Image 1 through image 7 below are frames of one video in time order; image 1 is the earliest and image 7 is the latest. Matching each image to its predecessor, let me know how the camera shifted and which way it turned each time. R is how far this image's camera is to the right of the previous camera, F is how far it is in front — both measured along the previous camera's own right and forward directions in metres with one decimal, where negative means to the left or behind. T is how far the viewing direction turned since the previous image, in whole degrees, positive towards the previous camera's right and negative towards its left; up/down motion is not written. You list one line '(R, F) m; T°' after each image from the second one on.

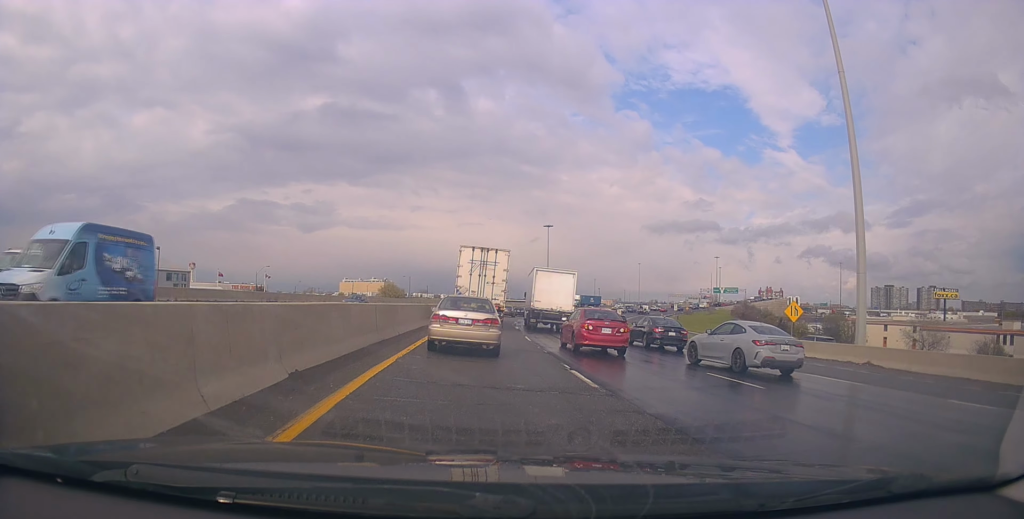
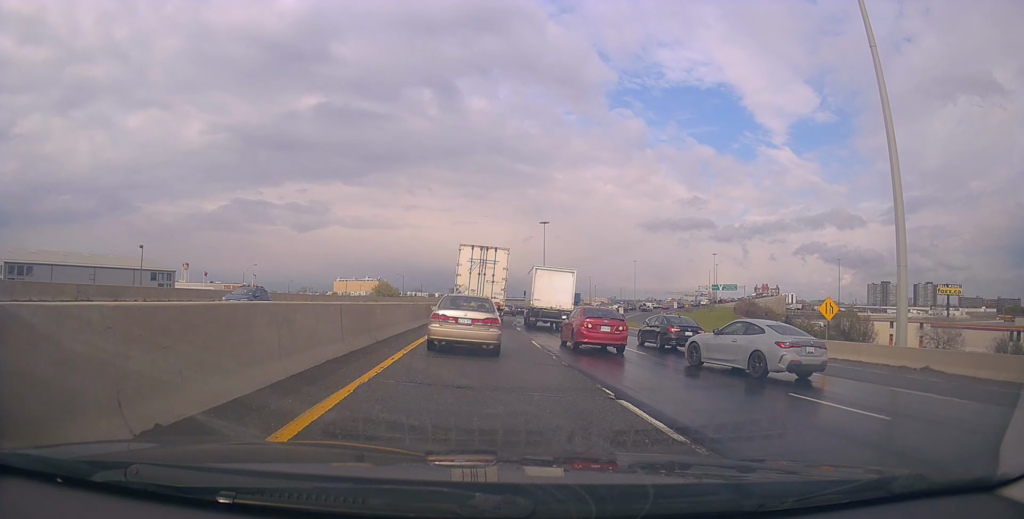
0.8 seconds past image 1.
(-0.2, +3.8) m; -3°
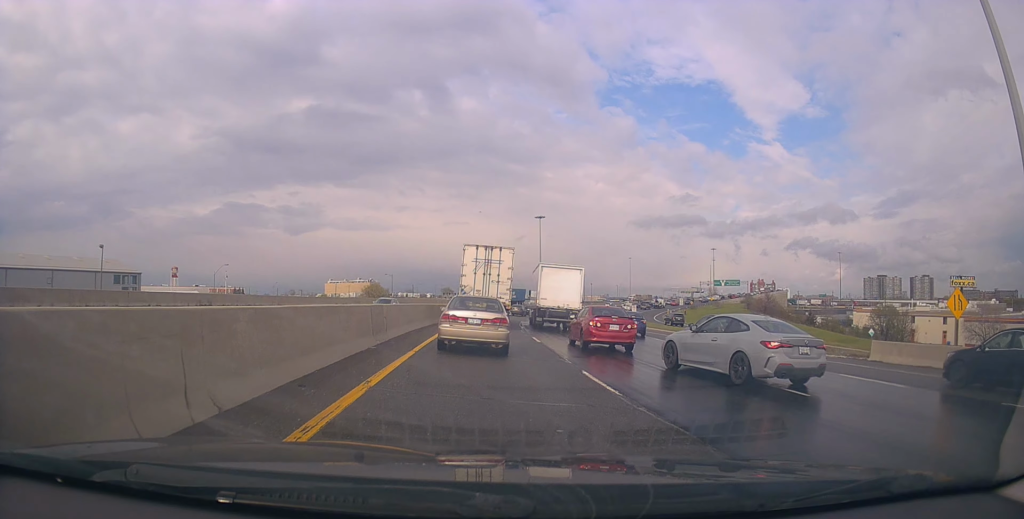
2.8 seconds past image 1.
(-0.1, +10.4) m; +5°
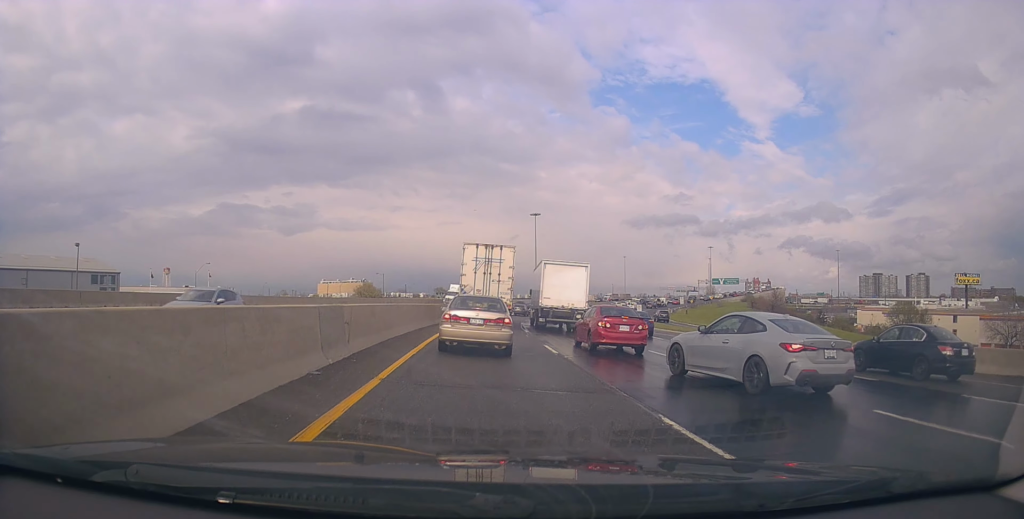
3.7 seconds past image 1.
(+0.5, +4.9) m; +4°
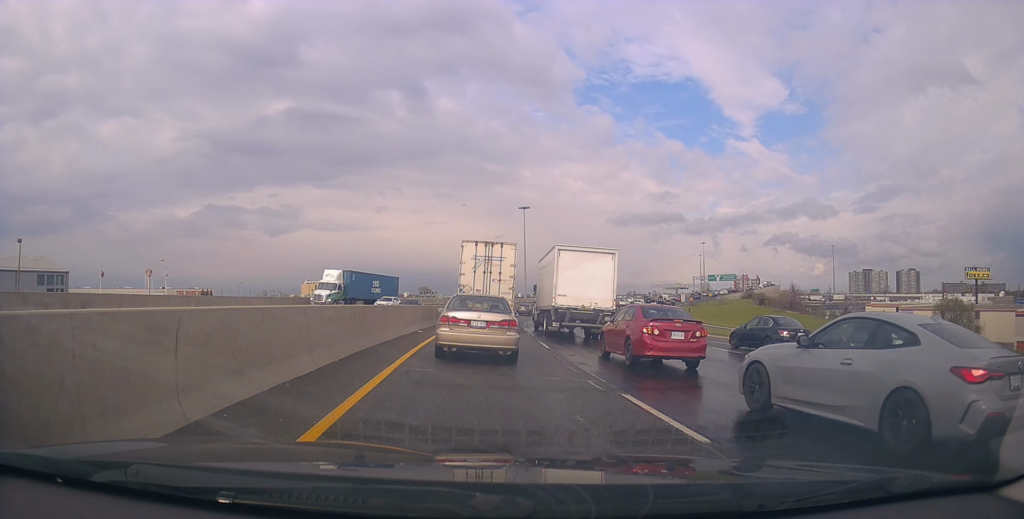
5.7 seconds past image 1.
(+0.4, +10.6) m; -1°
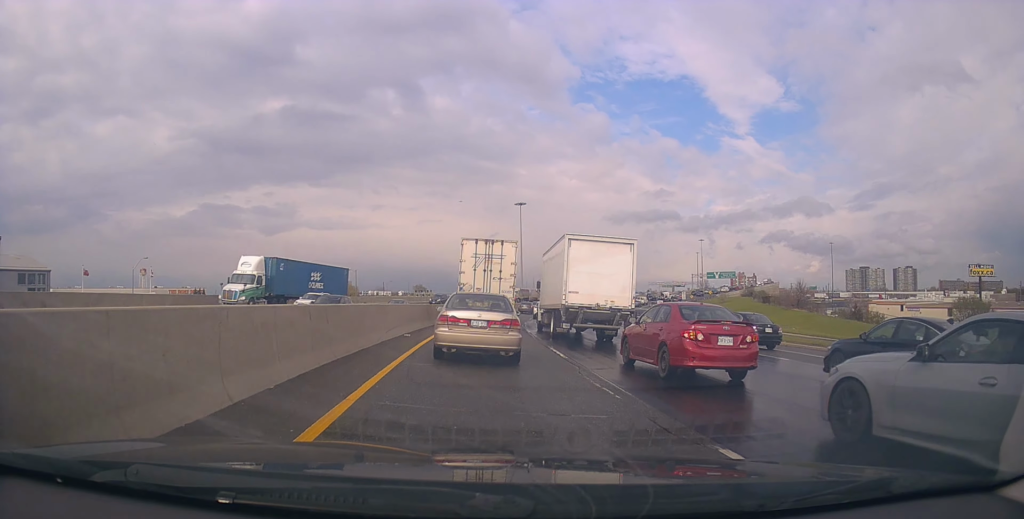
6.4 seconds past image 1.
(-0.4, +3.4) m; -2°
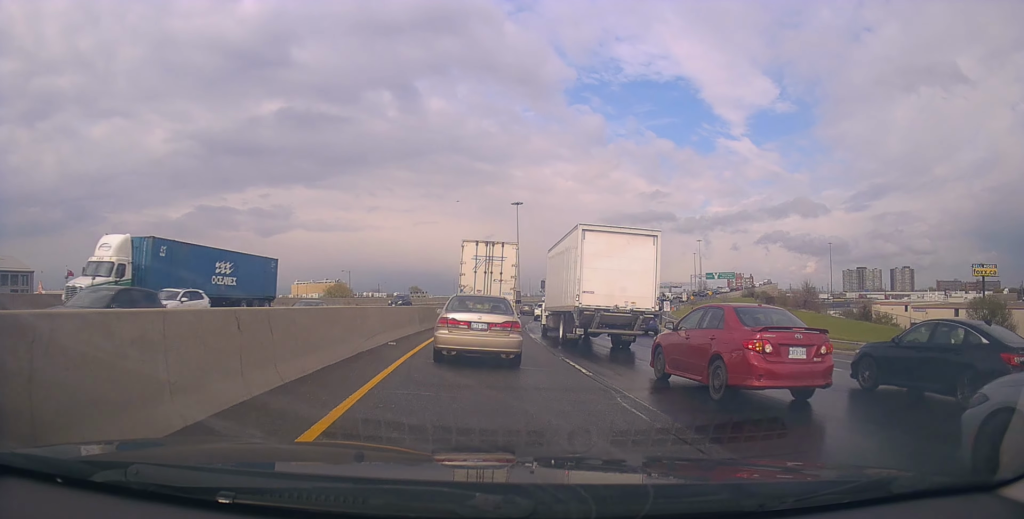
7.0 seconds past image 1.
(-0.2, +3.3) m; -1°
